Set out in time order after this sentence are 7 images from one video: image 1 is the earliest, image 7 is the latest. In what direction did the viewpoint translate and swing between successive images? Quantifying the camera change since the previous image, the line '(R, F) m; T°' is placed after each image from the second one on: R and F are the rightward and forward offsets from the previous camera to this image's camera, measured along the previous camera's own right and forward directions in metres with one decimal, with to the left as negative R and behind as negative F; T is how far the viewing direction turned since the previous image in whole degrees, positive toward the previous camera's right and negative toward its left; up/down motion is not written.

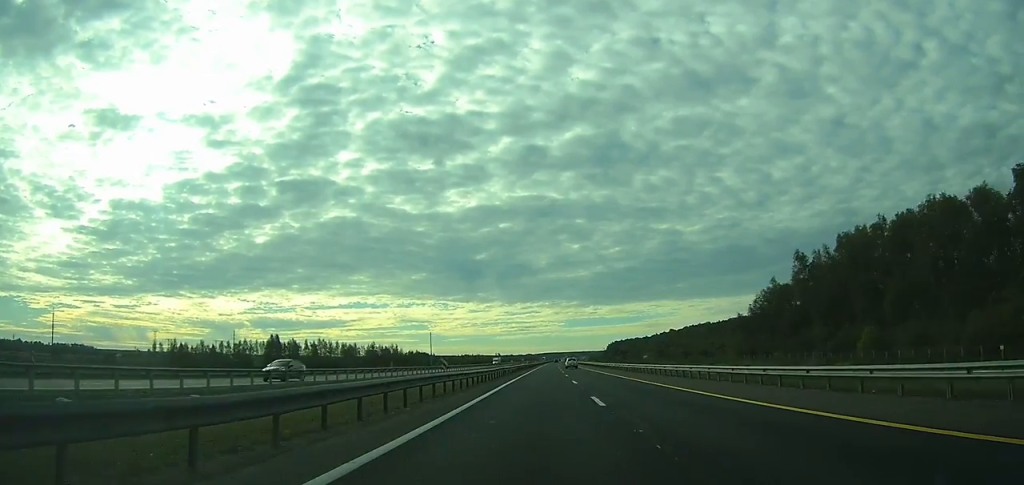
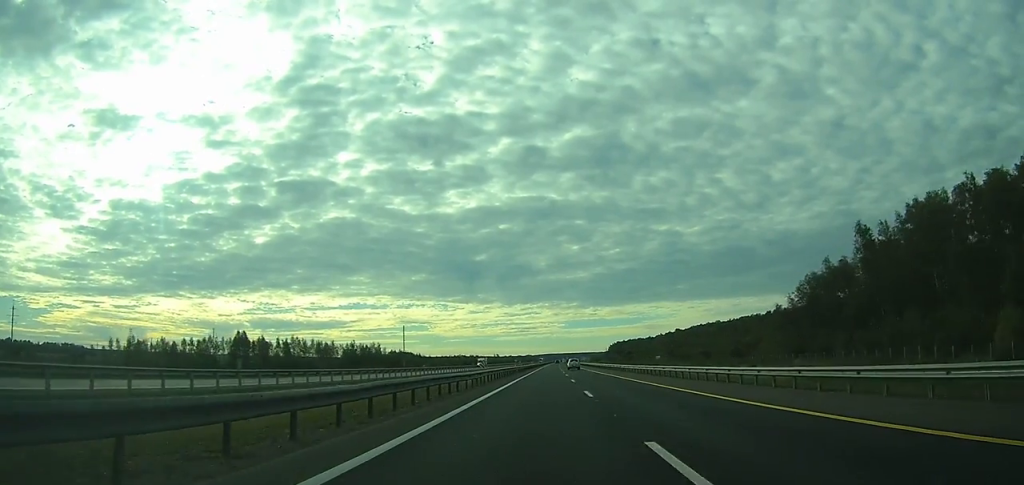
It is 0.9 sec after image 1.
(0.0, +26.3) m; 0°
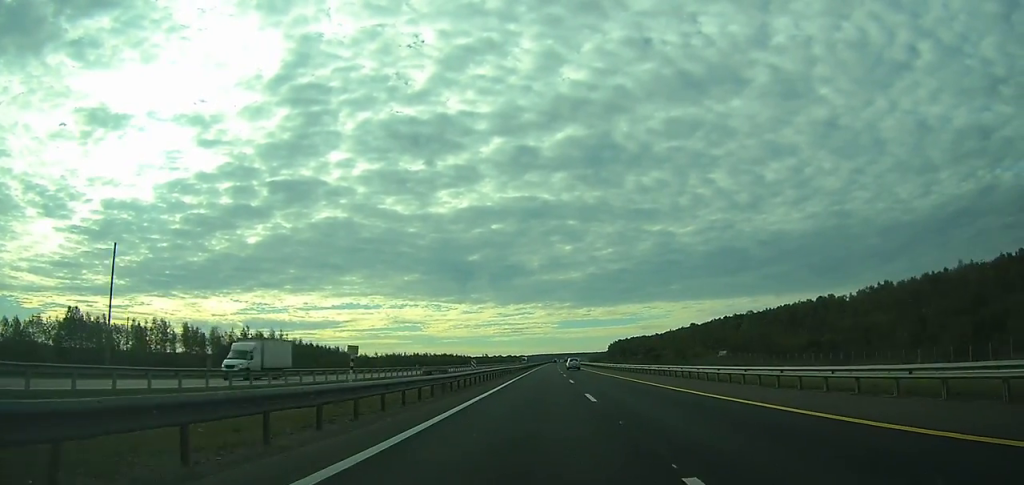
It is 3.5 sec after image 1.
(+0.3, +82.3) m; 0°
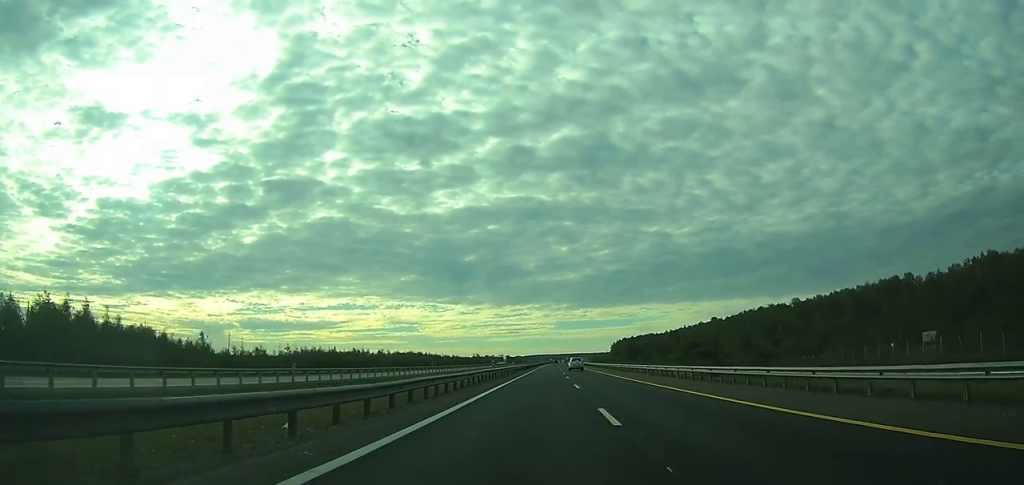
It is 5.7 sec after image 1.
(+0.3, +73.7) m; 0°
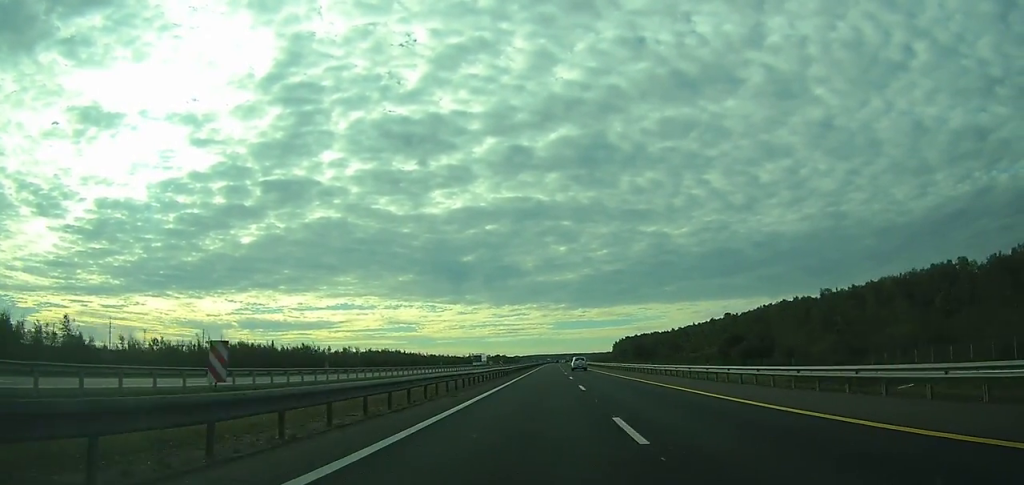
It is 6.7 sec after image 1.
(+0.1, +35.4) m; 0°
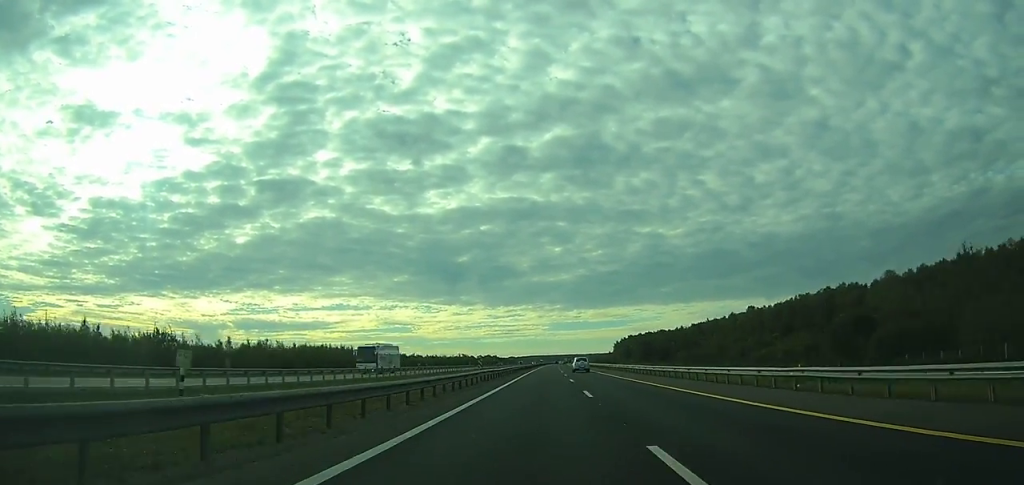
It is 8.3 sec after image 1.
(+0.1, +52.2) m; 0°
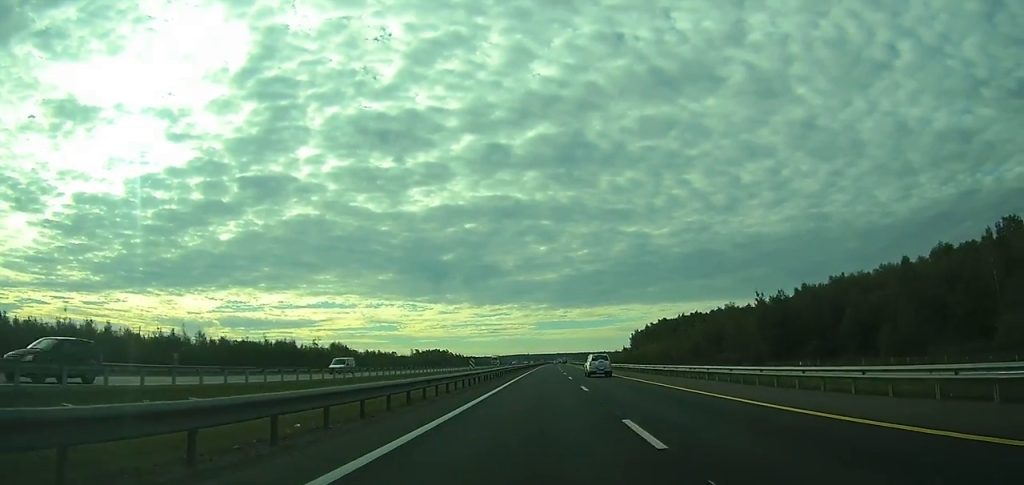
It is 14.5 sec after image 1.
(+1.8, +202.4) m; +1°
